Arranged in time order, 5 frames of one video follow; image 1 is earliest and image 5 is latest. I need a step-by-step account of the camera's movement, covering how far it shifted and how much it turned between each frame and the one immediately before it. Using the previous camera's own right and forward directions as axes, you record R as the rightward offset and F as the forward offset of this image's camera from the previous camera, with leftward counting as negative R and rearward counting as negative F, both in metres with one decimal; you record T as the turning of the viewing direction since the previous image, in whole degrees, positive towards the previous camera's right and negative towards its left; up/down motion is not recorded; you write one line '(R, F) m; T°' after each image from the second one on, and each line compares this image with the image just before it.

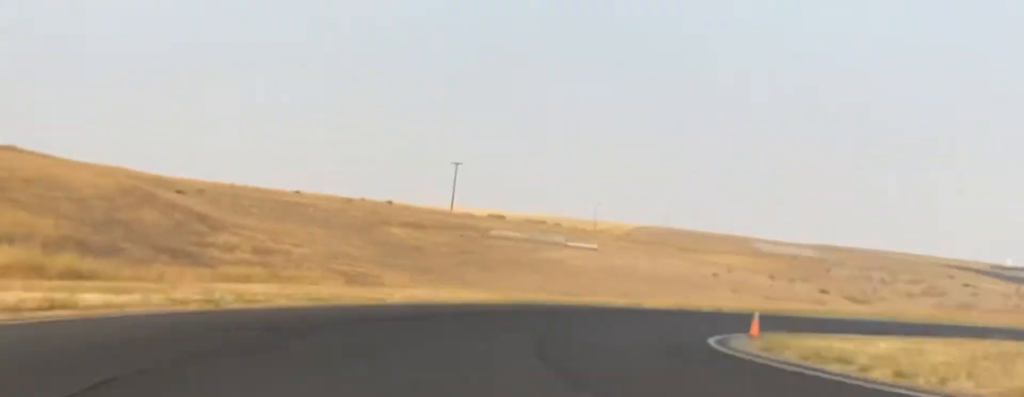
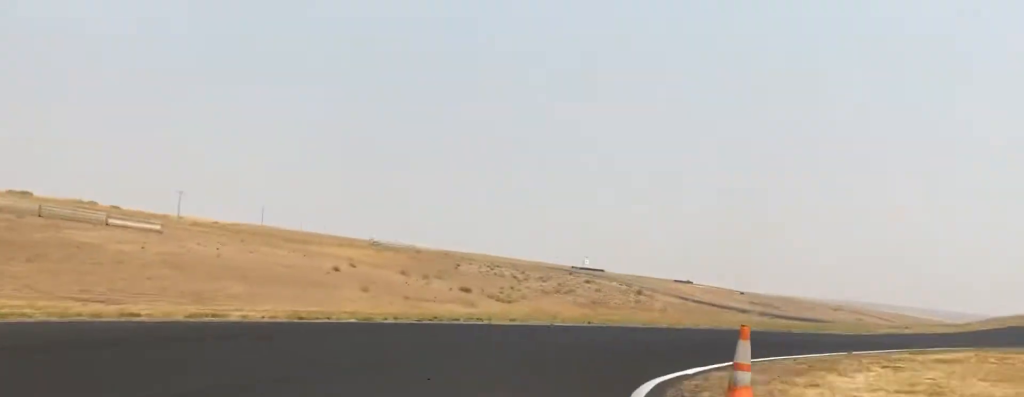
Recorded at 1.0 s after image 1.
(+8.6, +24.6) m; +29°
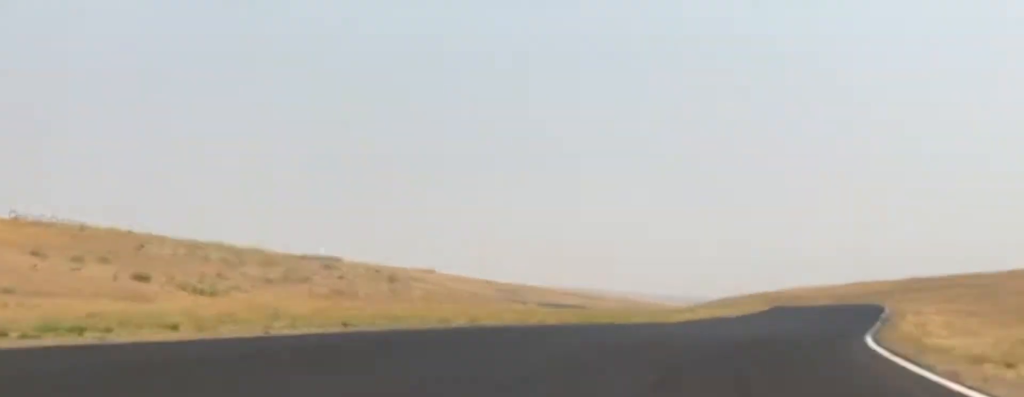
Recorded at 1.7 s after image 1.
(+2.8, +20.5) m; +14°
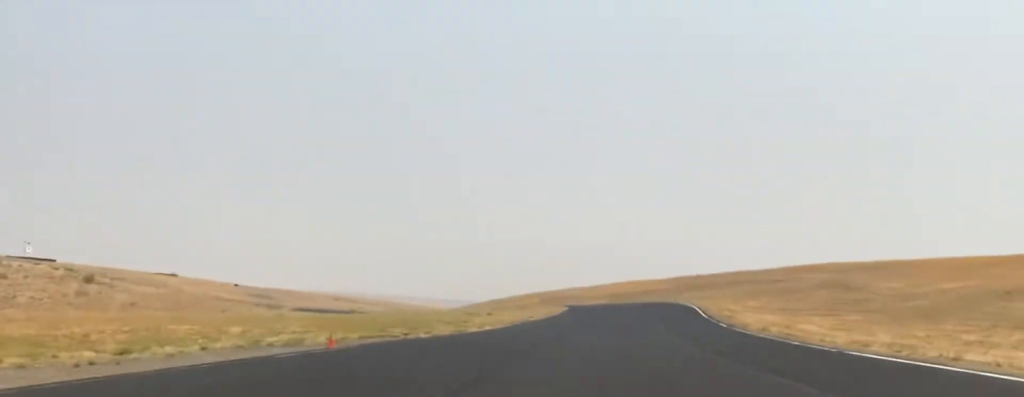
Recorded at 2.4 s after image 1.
(+0.9, +18.9) m; +11°
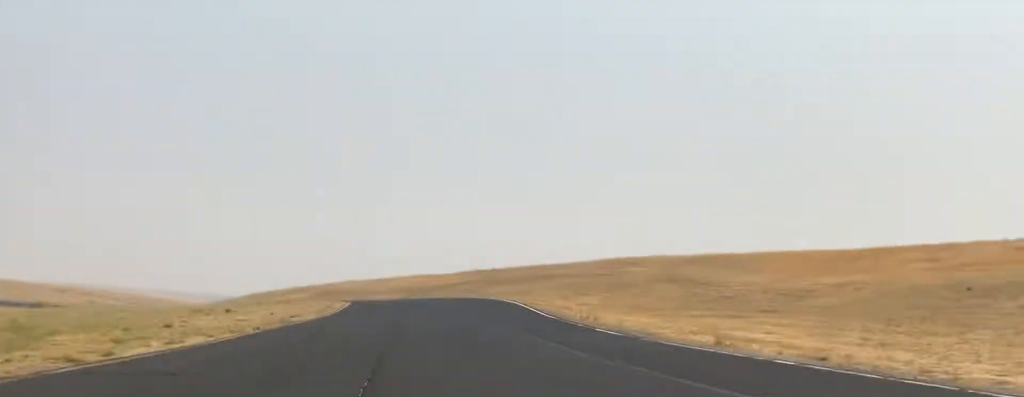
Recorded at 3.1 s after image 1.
(+3.3, +22.1) m; +16°
